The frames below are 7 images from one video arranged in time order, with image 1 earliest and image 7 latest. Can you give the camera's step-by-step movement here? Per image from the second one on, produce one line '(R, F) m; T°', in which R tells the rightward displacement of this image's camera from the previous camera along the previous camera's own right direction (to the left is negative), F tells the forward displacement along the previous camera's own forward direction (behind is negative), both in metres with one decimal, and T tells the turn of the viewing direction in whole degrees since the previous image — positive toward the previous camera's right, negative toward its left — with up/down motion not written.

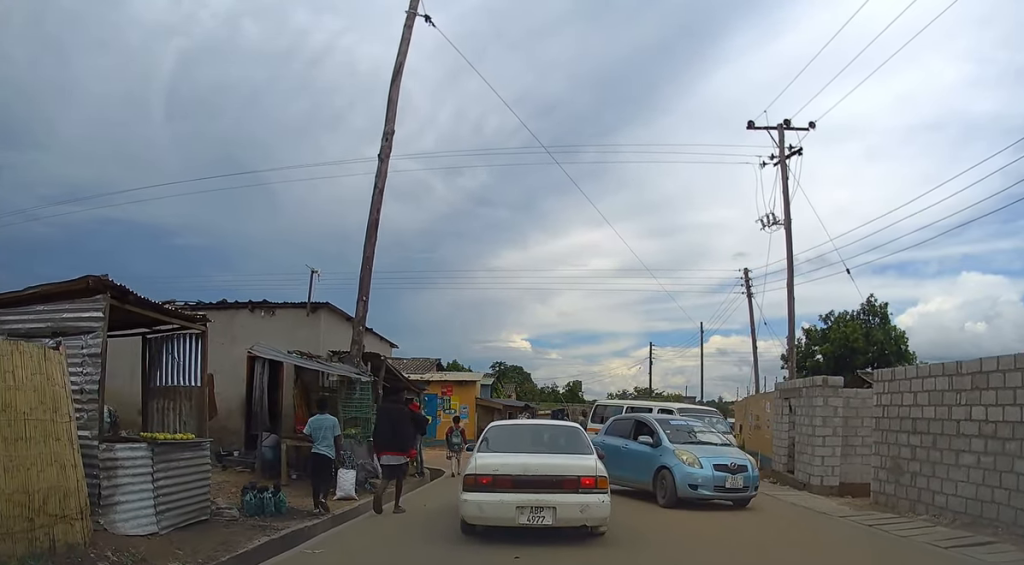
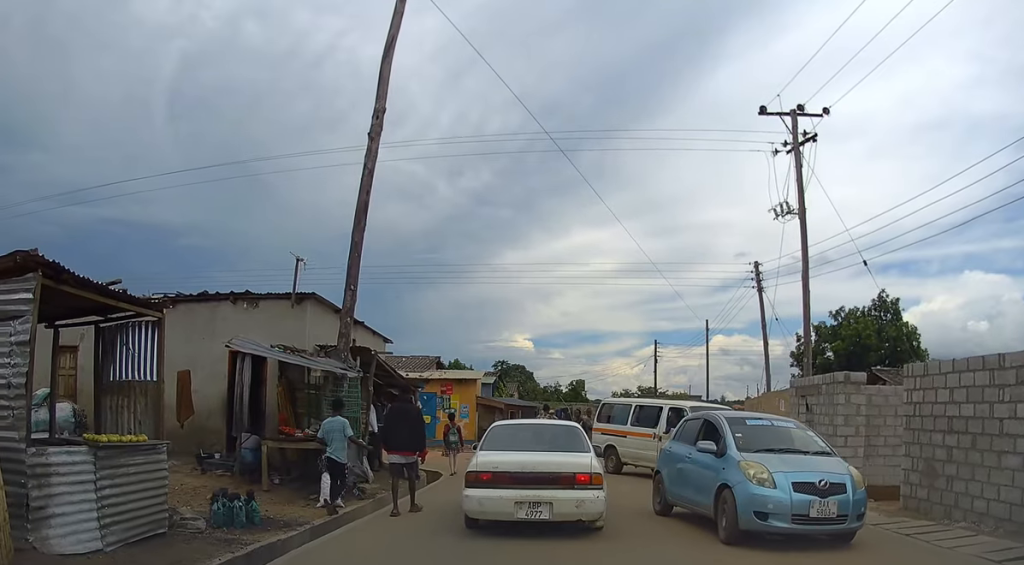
(0.0, +1.0) m; 0°
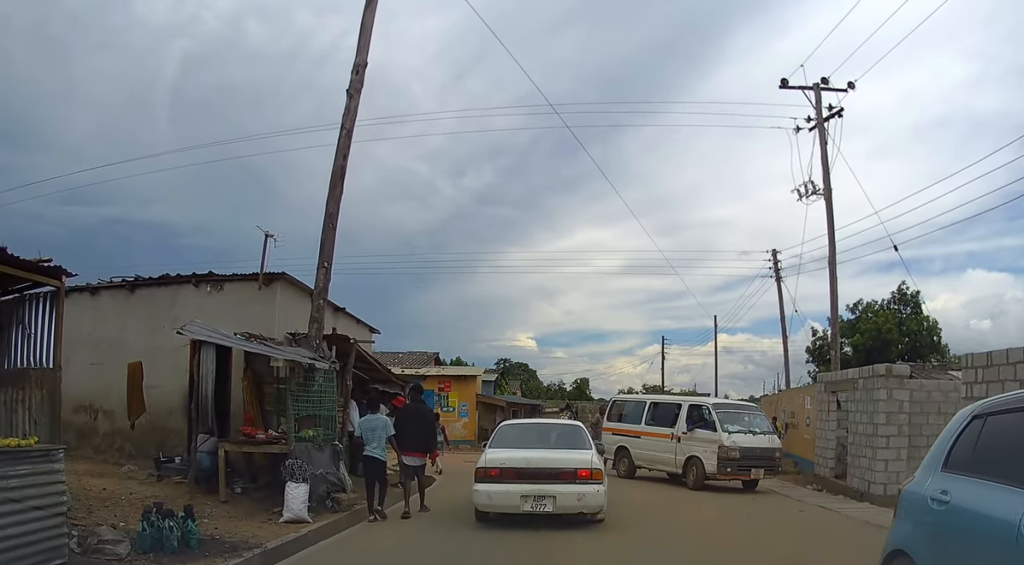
(0.0, +1.7) m; 0°
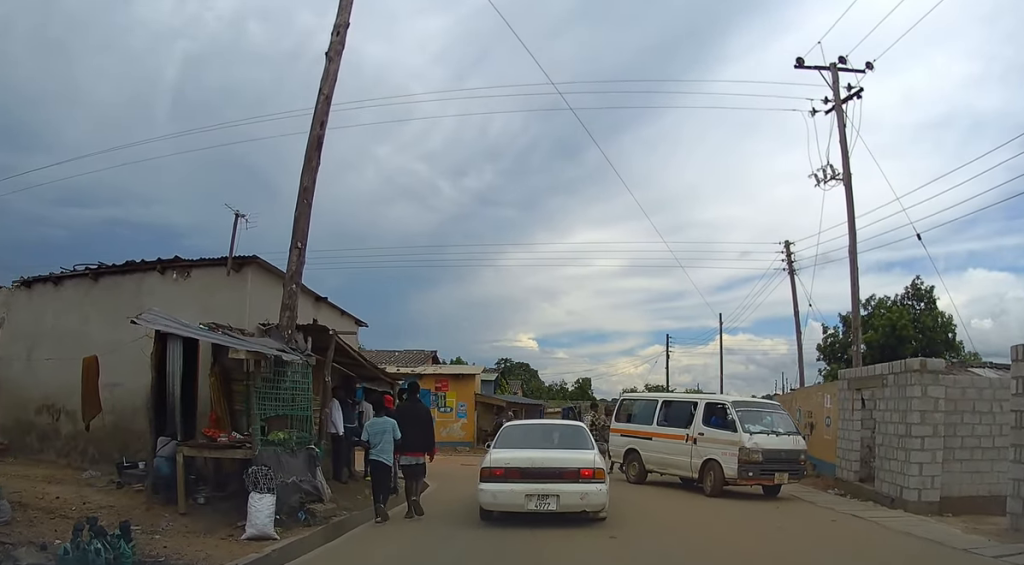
(0.0, +1.2) m; 0°
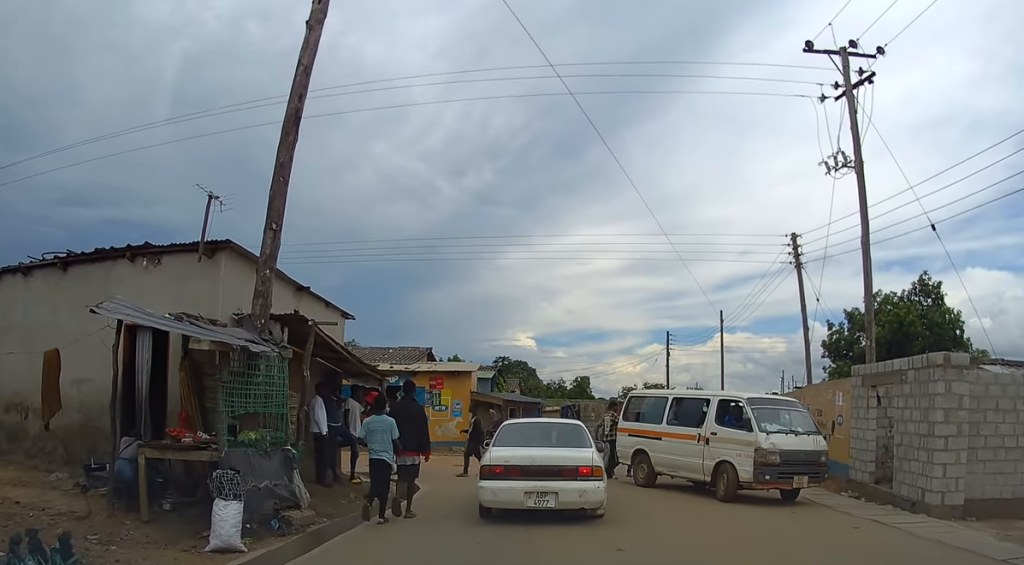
(0.0, +0.8) m; 0°
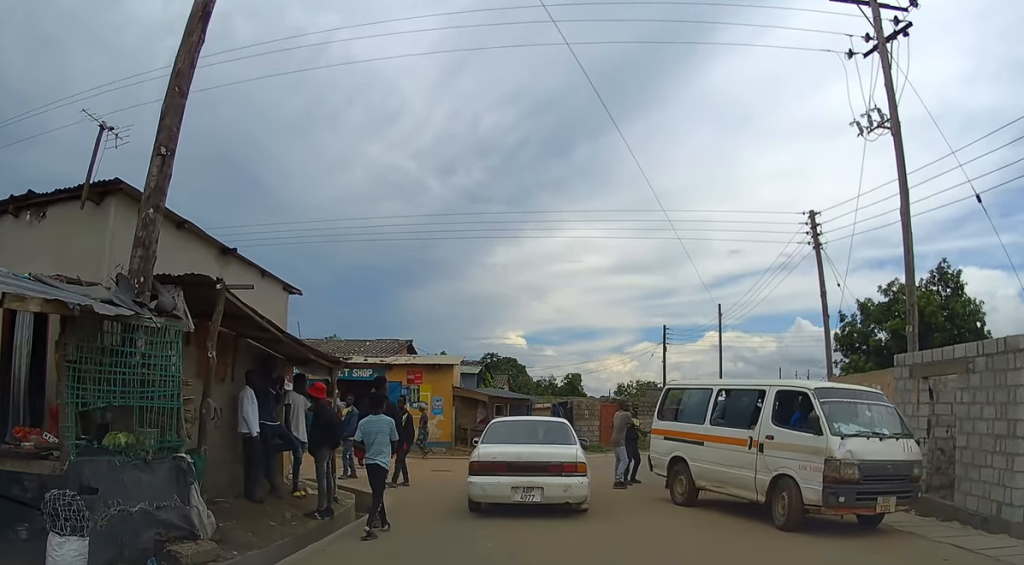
(0.0, +2.4) m; 0°
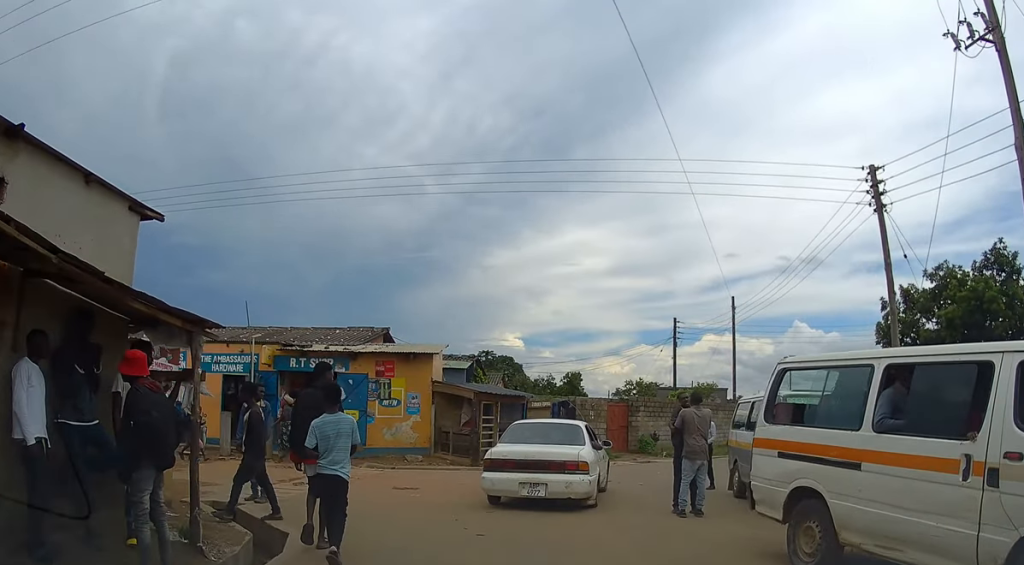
(-0.1, +4.1) m; -3°
